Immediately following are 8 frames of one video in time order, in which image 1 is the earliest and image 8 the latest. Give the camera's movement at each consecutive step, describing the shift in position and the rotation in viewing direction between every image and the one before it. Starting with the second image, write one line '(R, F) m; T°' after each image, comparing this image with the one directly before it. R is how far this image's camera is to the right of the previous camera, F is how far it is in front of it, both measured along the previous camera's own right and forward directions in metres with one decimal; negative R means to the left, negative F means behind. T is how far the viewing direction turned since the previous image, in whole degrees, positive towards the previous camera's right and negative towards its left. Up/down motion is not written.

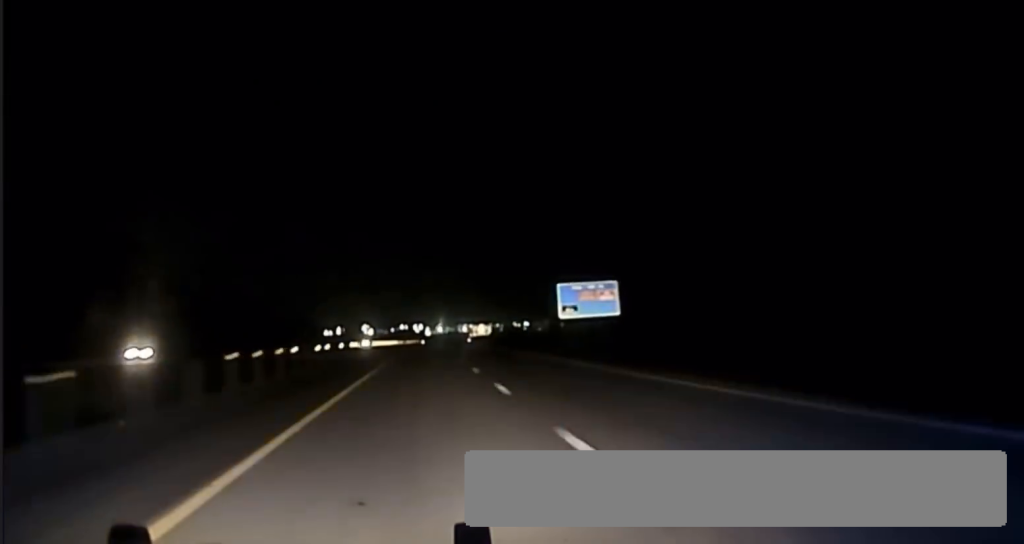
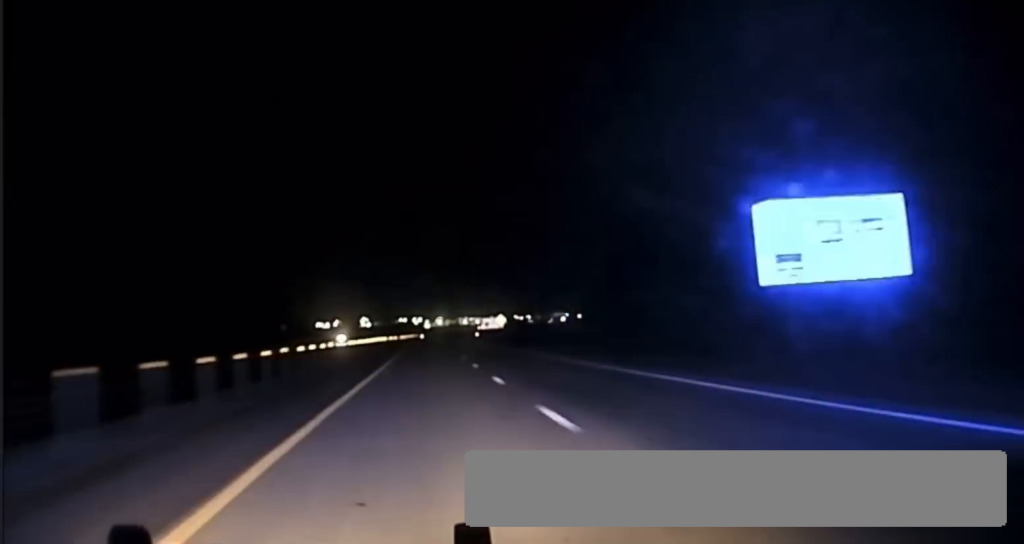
(-0.4, +52.5) m; 0°
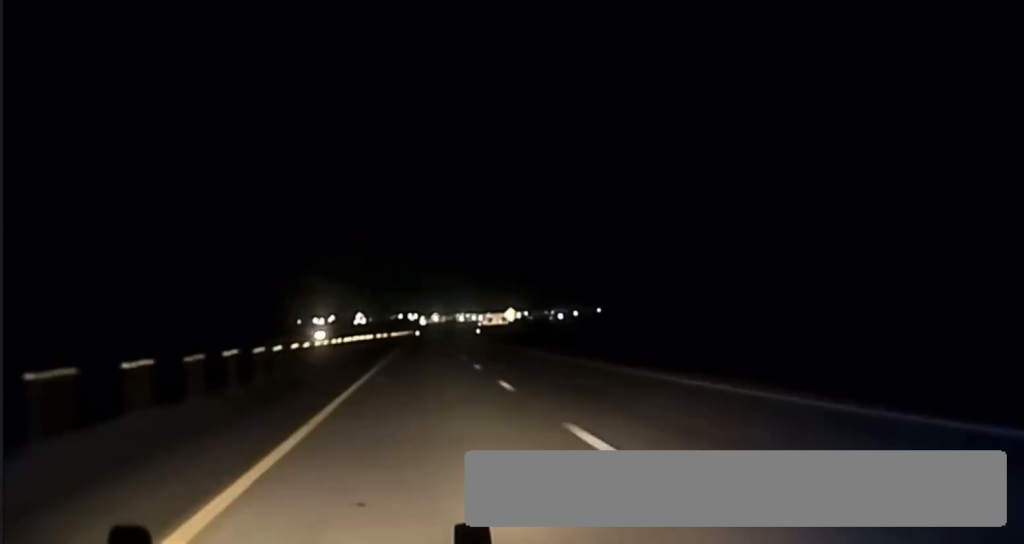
(+0.1, +25.3) m; 0°
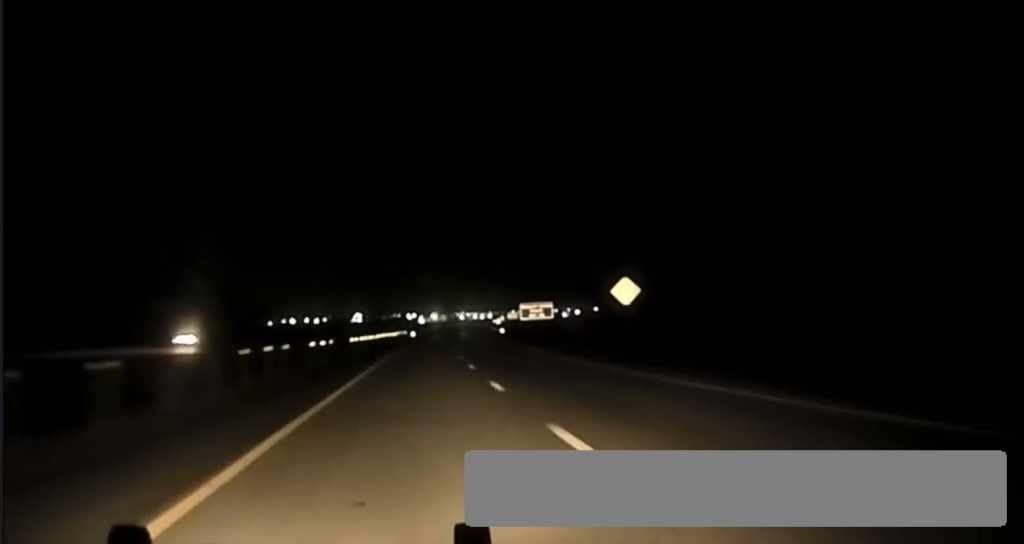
(+0.4, +88.6) m; +1°
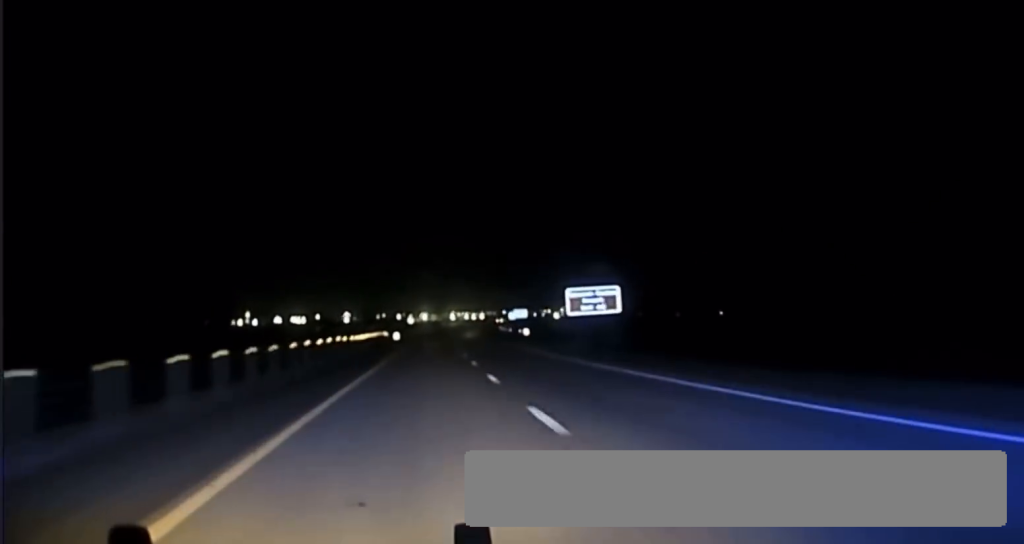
(+0.4, +60.8) m; +1°
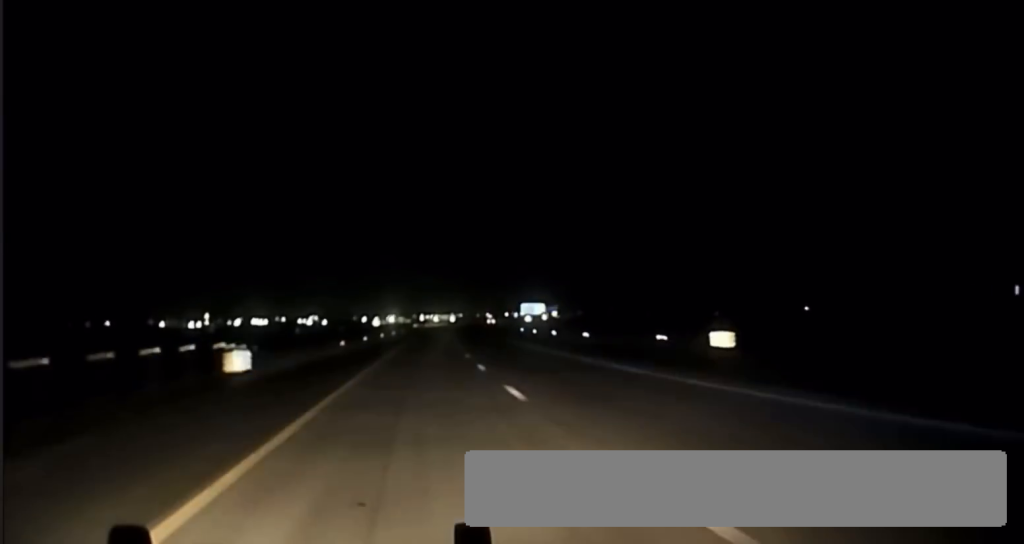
(+1.1, +93.0) m; +1°
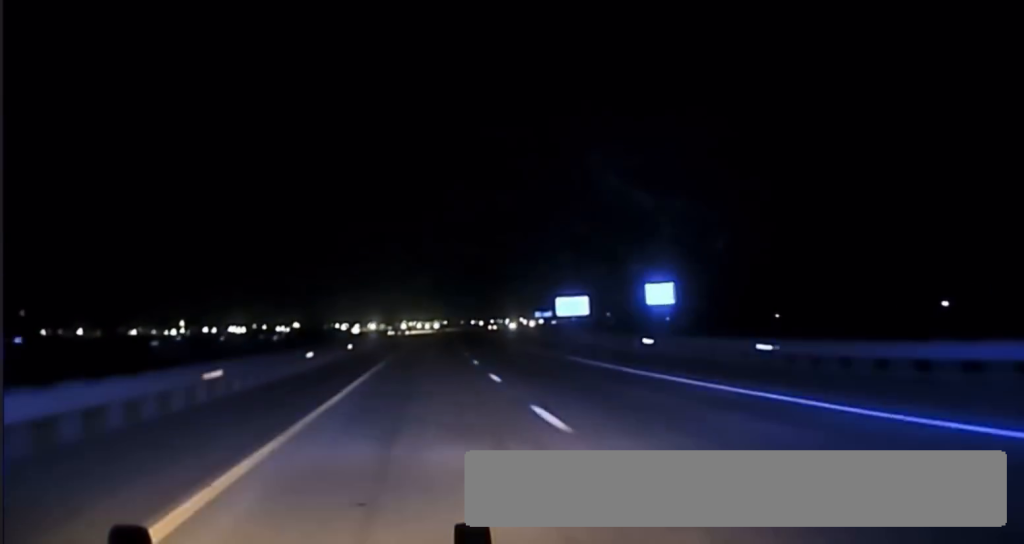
(+0.7, +65.0) m; +1°
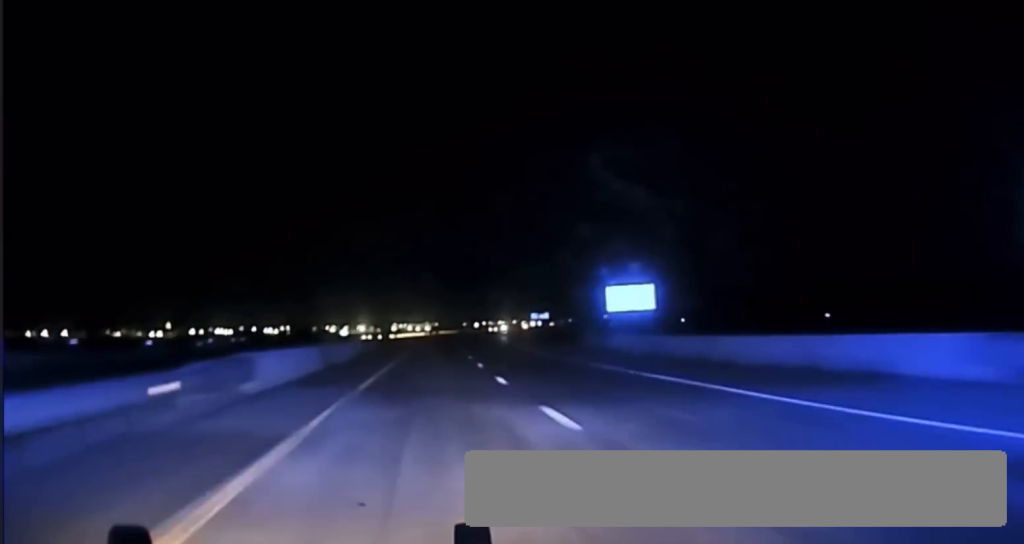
(+0.2, +34.0) m; +1°
